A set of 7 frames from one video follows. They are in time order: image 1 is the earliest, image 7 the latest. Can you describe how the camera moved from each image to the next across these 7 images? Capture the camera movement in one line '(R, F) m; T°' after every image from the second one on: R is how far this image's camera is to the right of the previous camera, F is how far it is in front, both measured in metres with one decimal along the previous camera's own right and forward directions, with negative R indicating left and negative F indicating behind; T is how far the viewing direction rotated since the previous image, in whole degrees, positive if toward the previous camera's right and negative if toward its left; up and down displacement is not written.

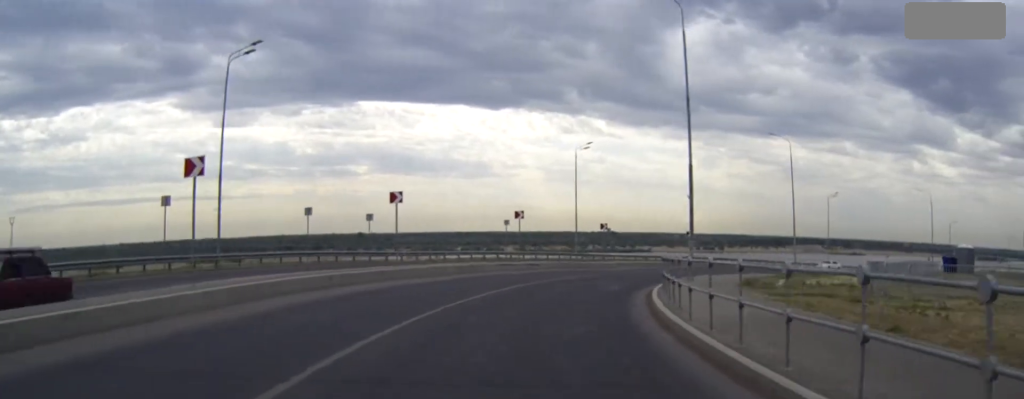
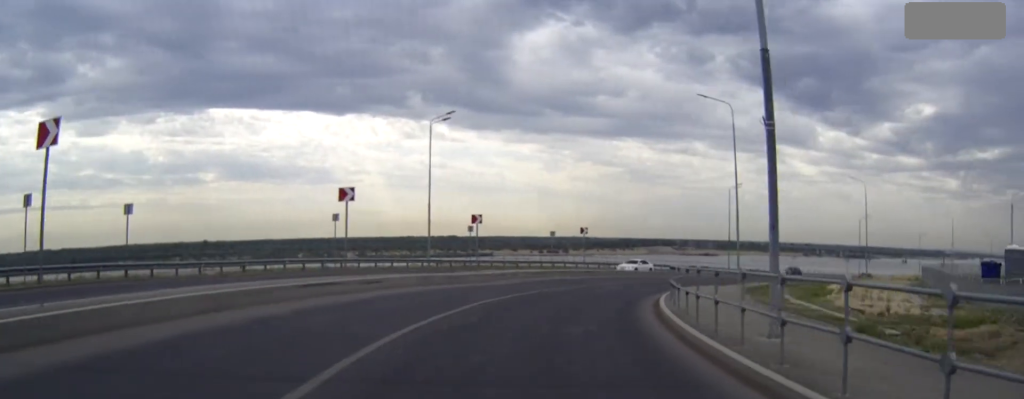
(+2.1, +19.5) m; +12°
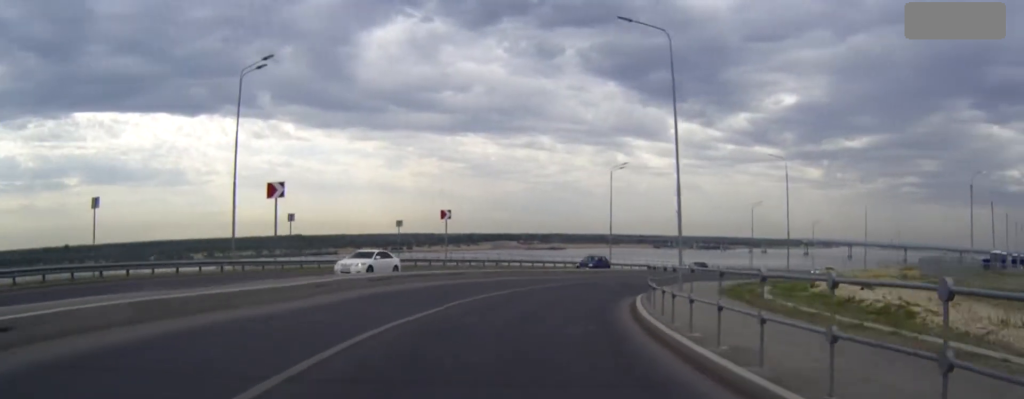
(+1.8, +16.7) m; +12°
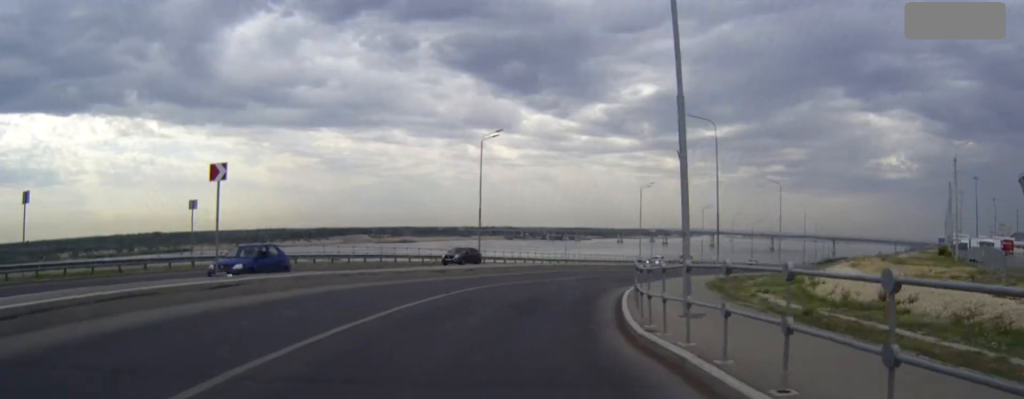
(+1.7, +18.3) m; +11°
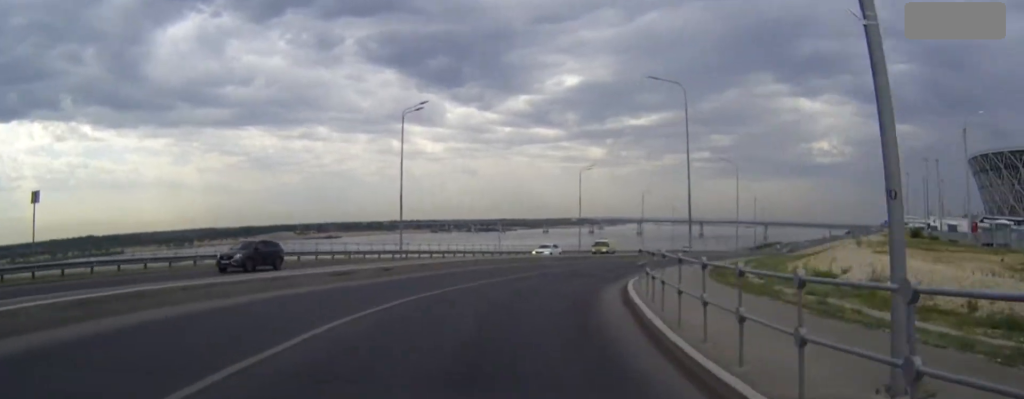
(+0.7, +10.7) m; +6°
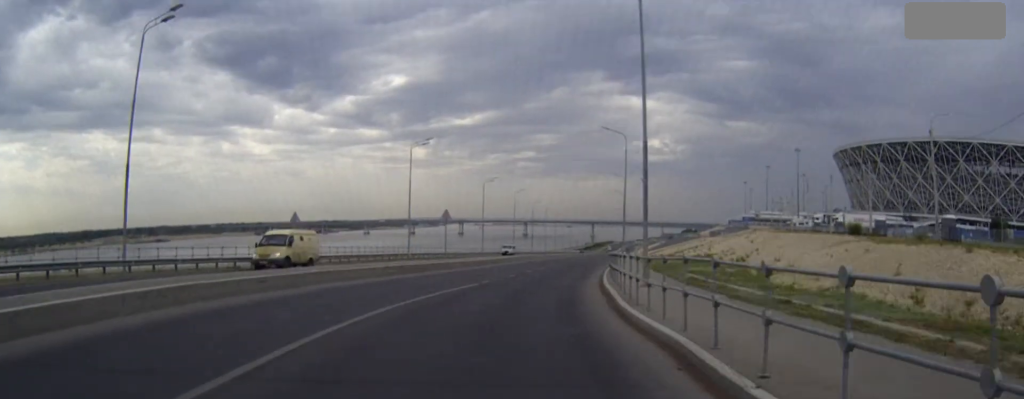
(+2.9, +25.0) m; +13°
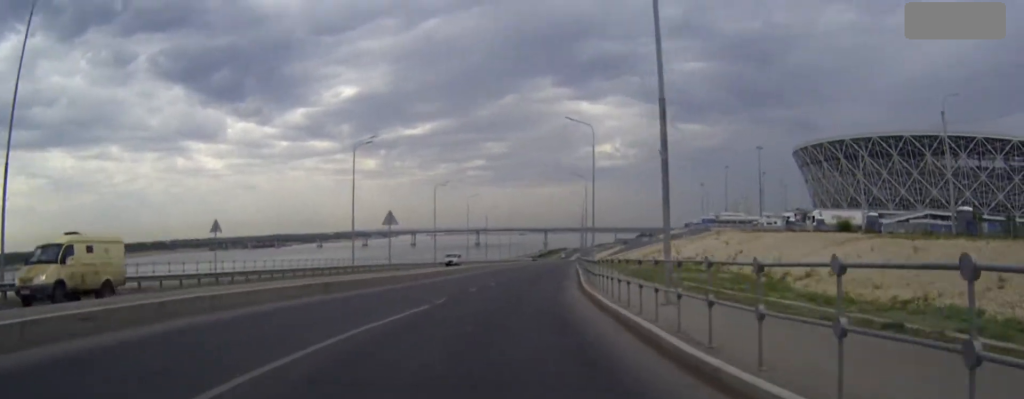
(+0.2, +7.8) m; +4°
